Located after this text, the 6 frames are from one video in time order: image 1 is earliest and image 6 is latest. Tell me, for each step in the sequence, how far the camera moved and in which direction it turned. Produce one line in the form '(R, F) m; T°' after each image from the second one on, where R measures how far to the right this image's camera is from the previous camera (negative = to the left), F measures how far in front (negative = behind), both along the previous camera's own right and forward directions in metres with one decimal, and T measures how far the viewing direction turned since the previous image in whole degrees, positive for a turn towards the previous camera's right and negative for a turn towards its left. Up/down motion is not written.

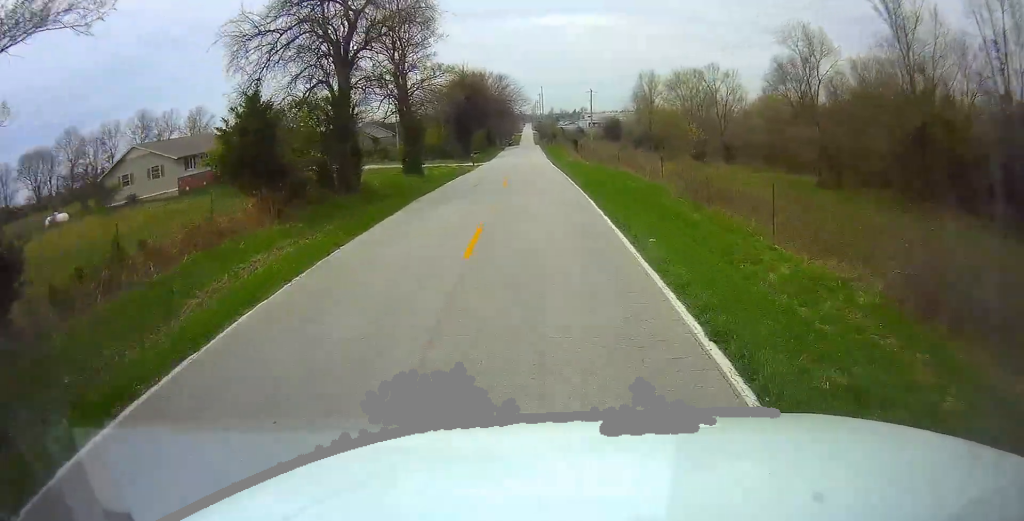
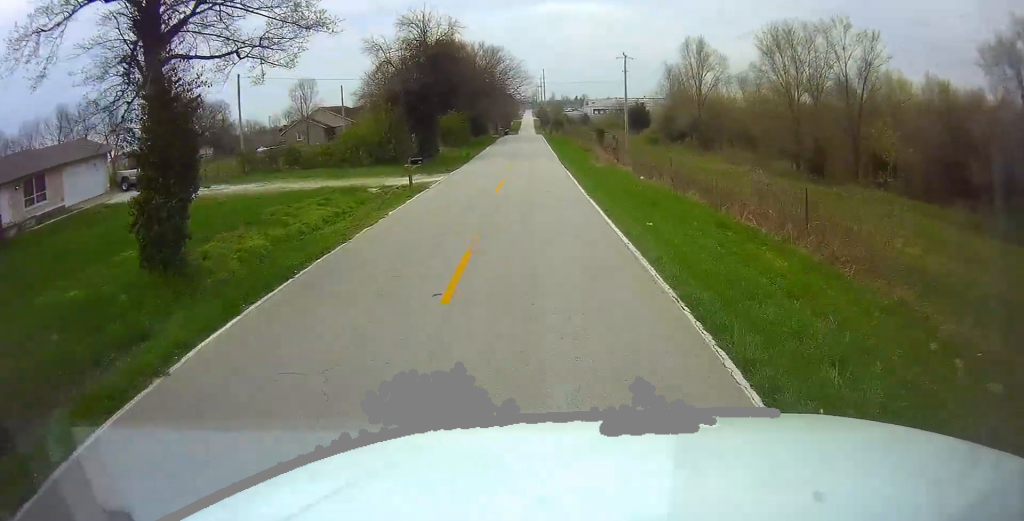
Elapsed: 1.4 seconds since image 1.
(-0.7, +26.9) m; -2°
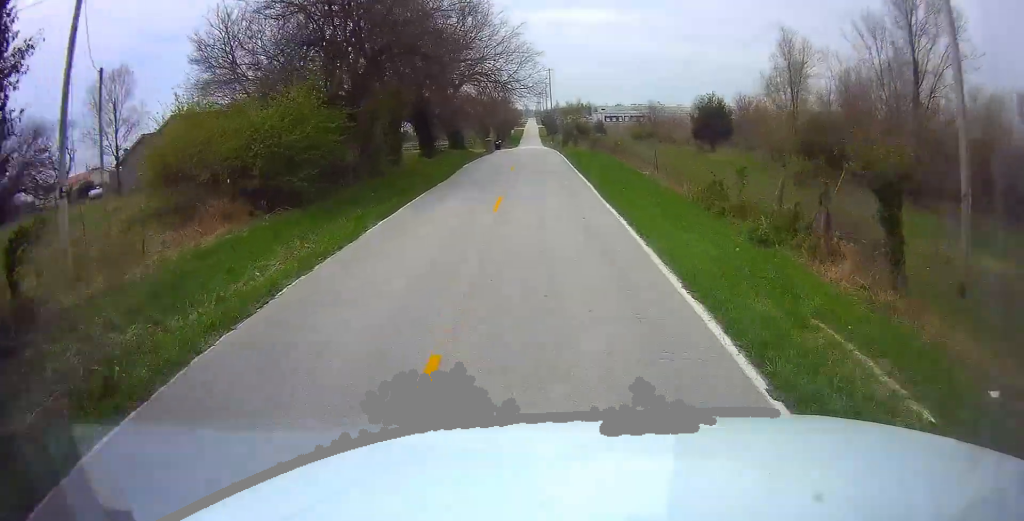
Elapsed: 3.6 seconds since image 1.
(-0.1, +40.9) m; -2°
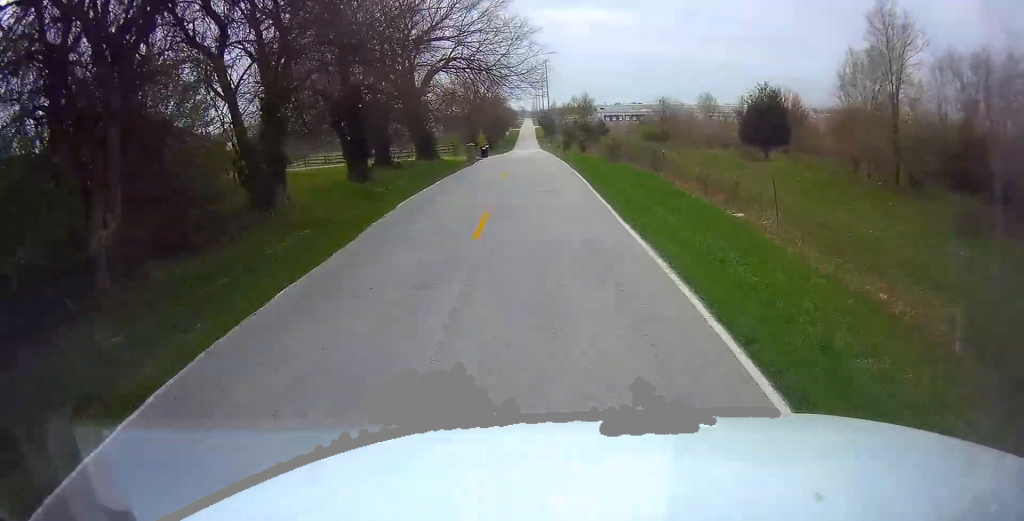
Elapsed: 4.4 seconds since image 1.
(-0.1, +16.0) m; +1°
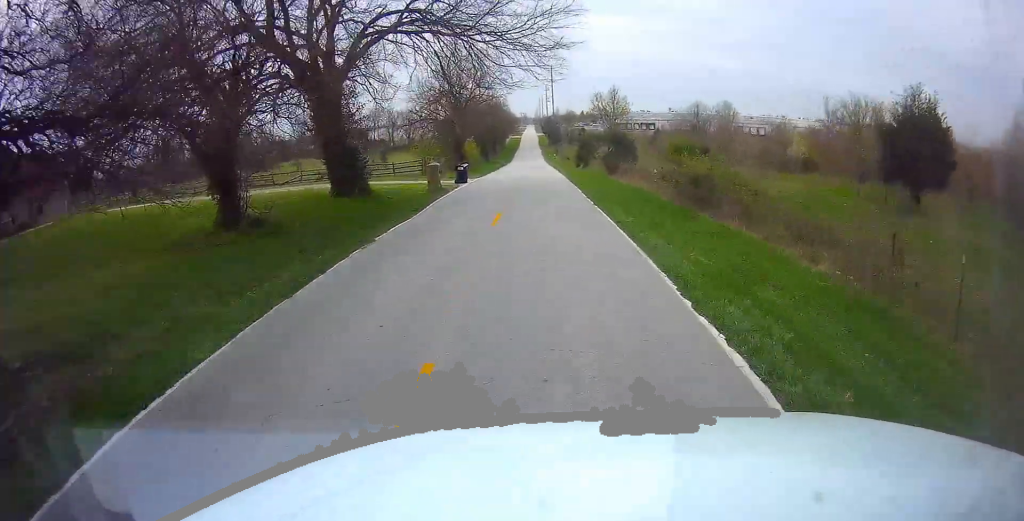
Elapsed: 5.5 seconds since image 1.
(+0.5, +21.2) m; +1°
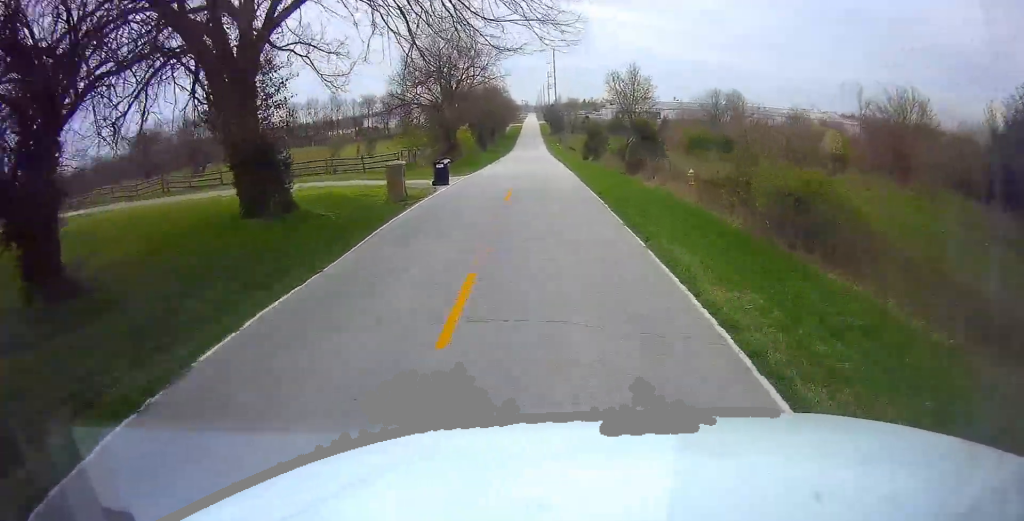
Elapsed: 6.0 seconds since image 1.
(+0.1, +8.9) m; 0°
